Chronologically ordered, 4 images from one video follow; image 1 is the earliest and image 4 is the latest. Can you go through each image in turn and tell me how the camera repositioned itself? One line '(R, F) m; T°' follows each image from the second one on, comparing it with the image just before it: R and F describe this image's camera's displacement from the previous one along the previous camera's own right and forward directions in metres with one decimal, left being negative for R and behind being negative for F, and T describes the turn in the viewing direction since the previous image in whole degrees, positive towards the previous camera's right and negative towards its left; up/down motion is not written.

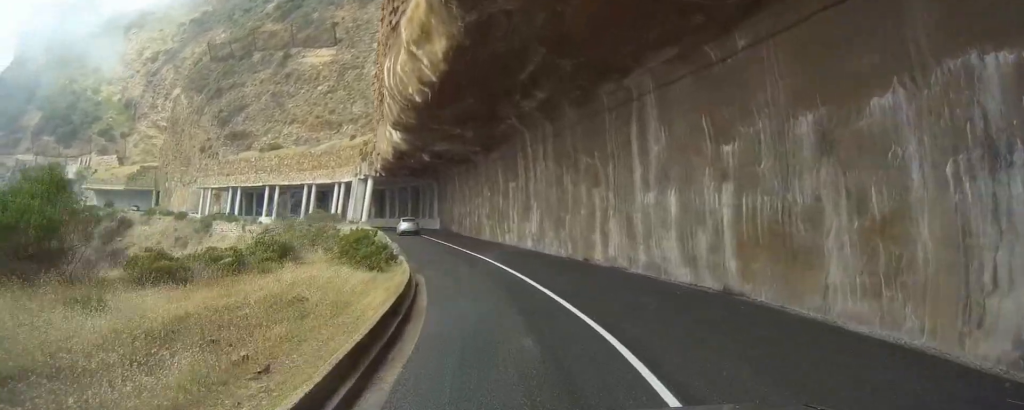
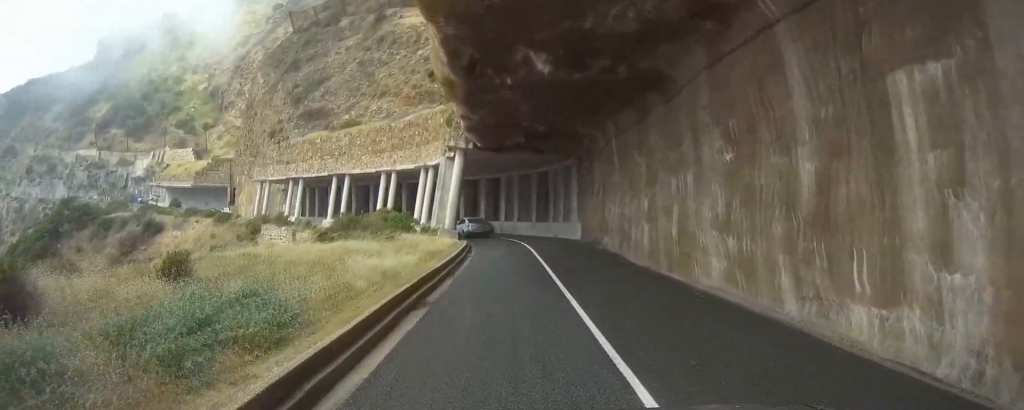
(-3.2, +29.8) m; -11°
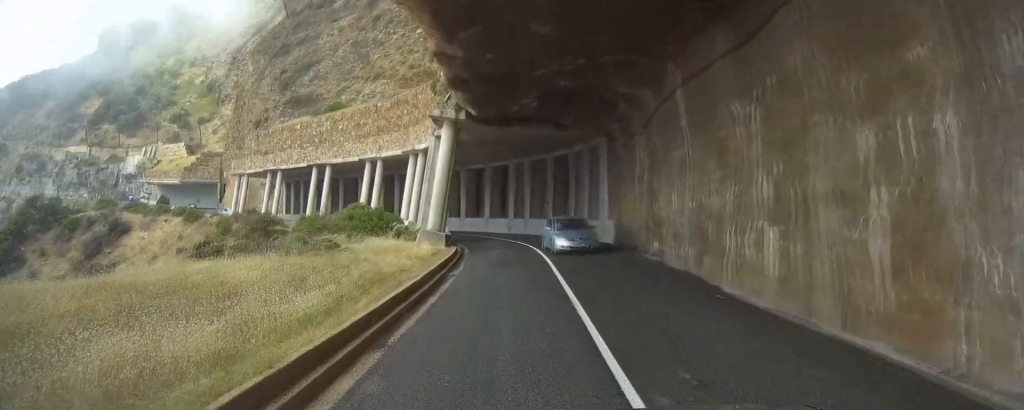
(-0.4, +10.6) m; -5°
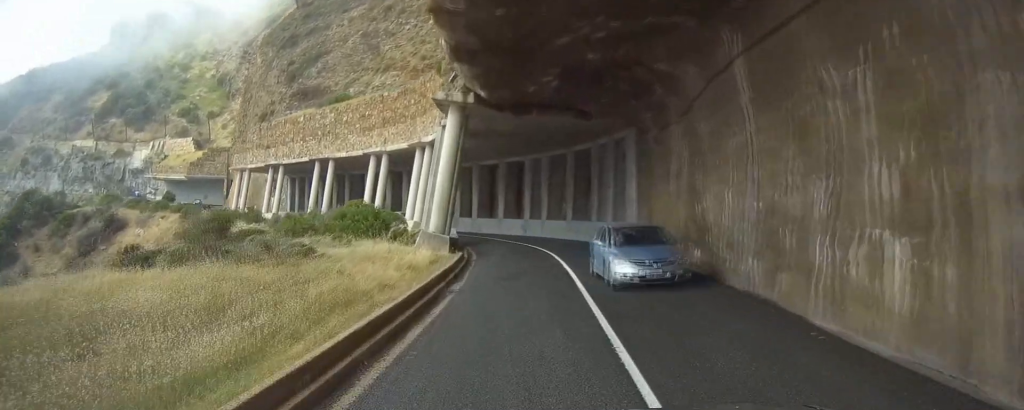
(-0.1, +3.7) m; -2°
